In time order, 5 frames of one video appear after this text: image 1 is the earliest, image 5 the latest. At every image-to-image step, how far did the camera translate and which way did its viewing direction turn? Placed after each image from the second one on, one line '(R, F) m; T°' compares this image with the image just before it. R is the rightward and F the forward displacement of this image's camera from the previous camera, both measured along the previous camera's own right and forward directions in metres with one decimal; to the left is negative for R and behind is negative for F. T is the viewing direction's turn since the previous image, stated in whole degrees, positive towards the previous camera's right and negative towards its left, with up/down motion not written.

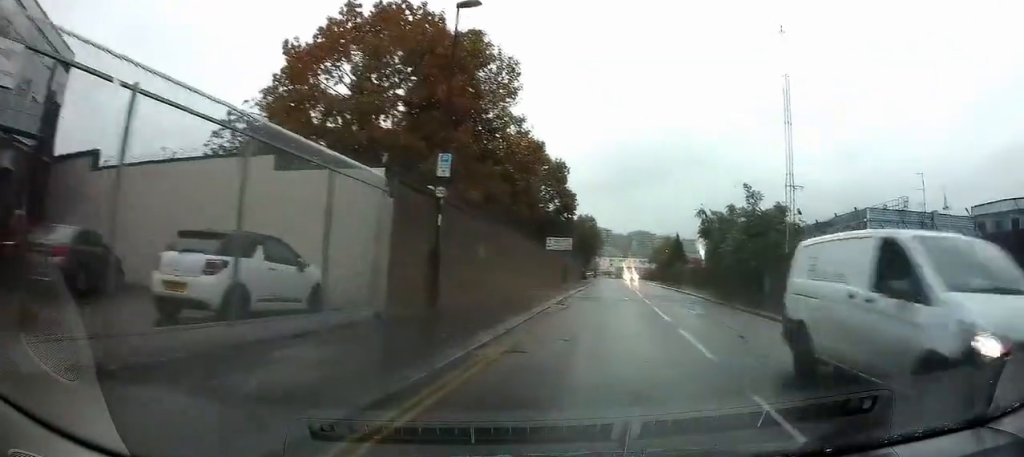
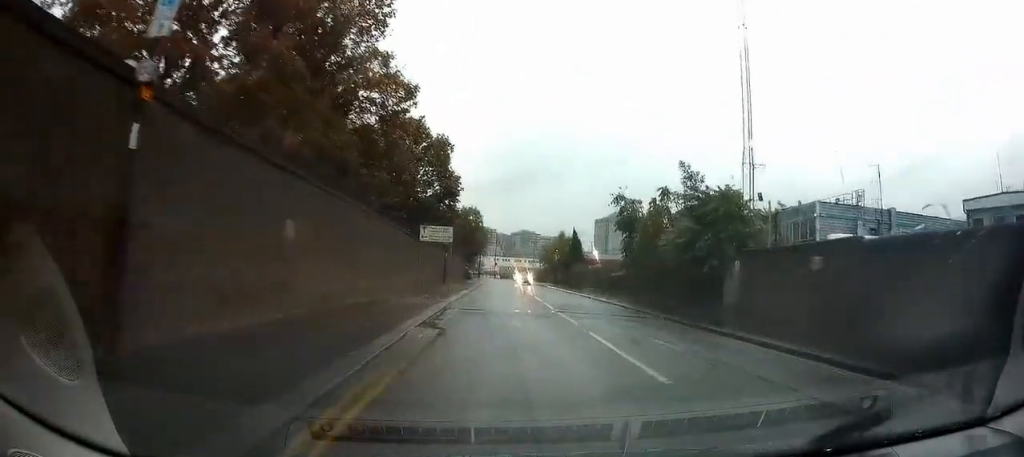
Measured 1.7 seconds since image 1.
(+0.7, +8.8) m; +8°
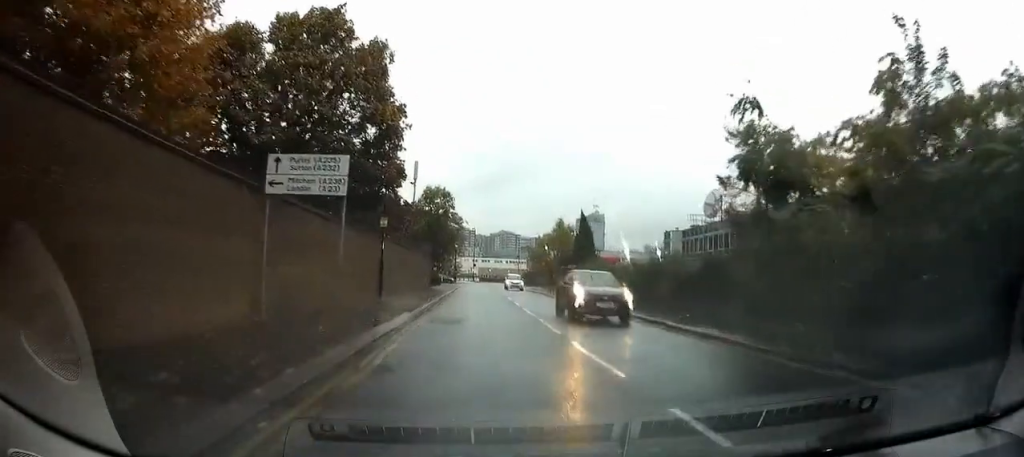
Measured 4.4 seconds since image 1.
(+1.7, +17.9) m; +9°
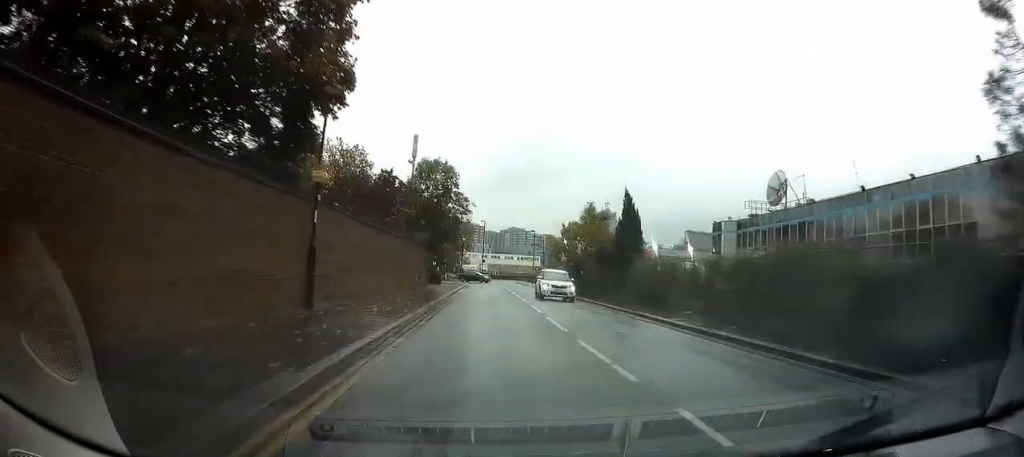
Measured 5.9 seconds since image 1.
(0.0, +11.6) m; -2°
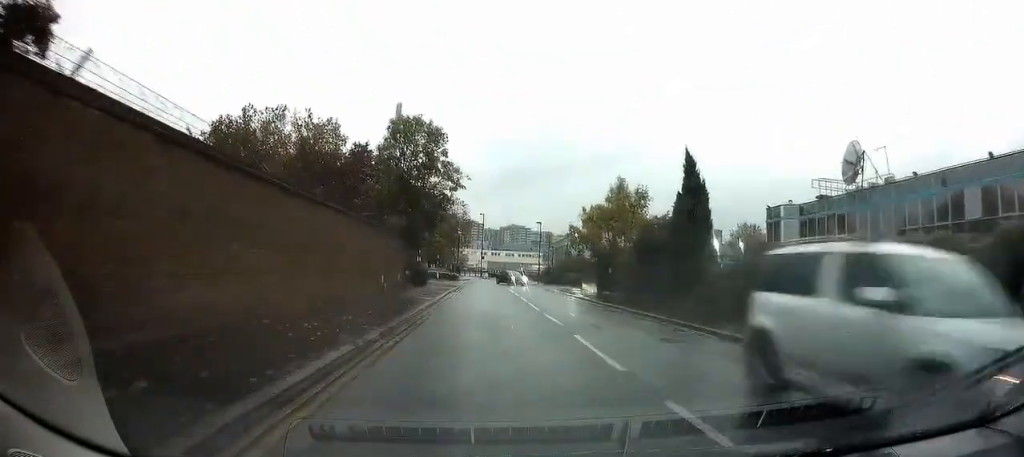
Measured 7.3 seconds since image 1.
(-0.5, +11.2) m; -2°
